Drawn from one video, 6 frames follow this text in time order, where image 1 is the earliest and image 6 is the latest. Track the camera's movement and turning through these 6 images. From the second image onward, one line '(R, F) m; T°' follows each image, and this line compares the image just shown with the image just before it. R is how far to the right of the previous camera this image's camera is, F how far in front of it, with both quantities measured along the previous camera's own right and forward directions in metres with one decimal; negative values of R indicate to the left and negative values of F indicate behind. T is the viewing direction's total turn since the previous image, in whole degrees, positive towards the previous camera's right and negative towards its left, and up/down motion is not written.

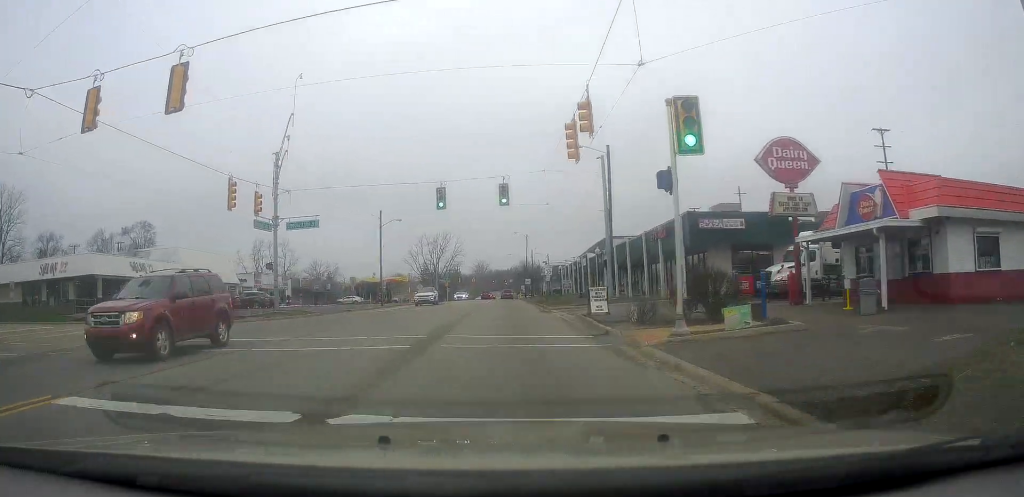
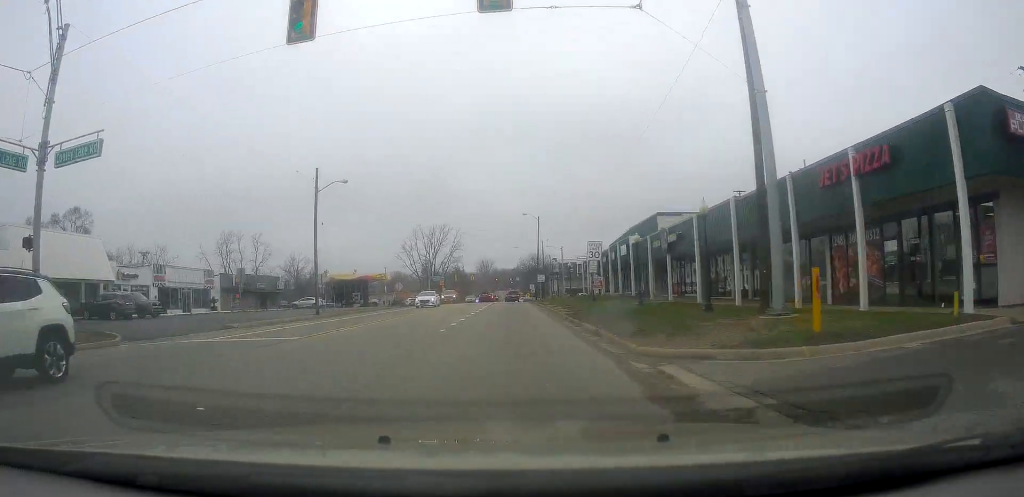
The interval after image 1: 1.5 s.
(-1.3, +23.8) m; -2°
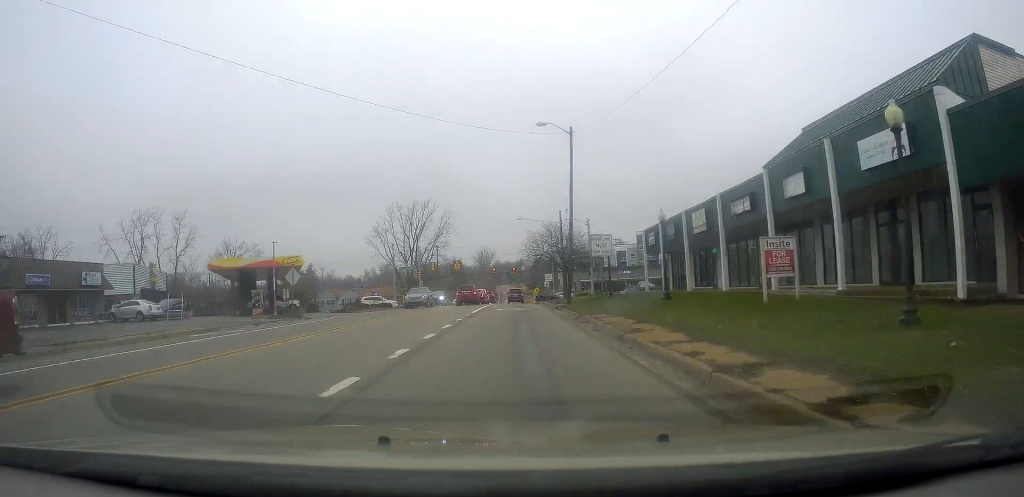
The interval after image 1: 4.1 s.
(+1.7, +39.7) m; +2°
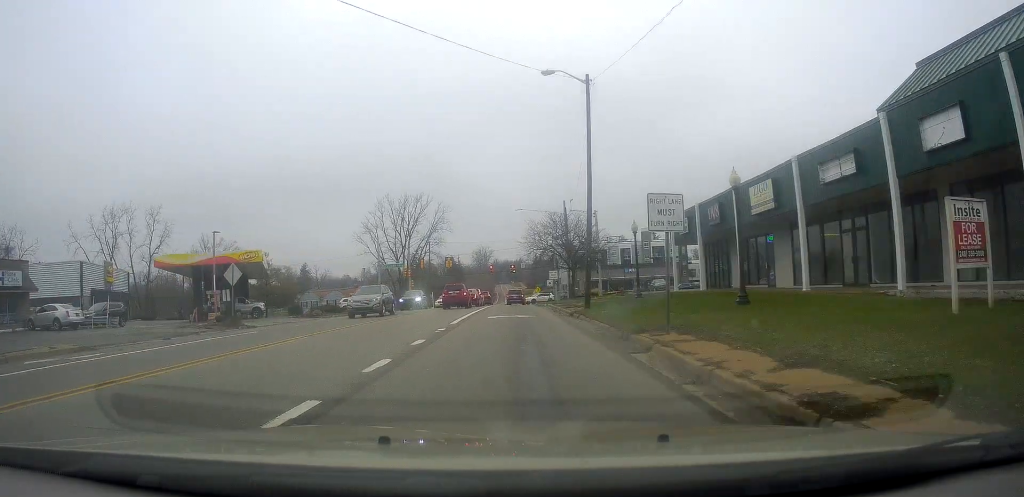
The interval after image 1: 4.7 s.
(0.0, +9.0) m; -1°
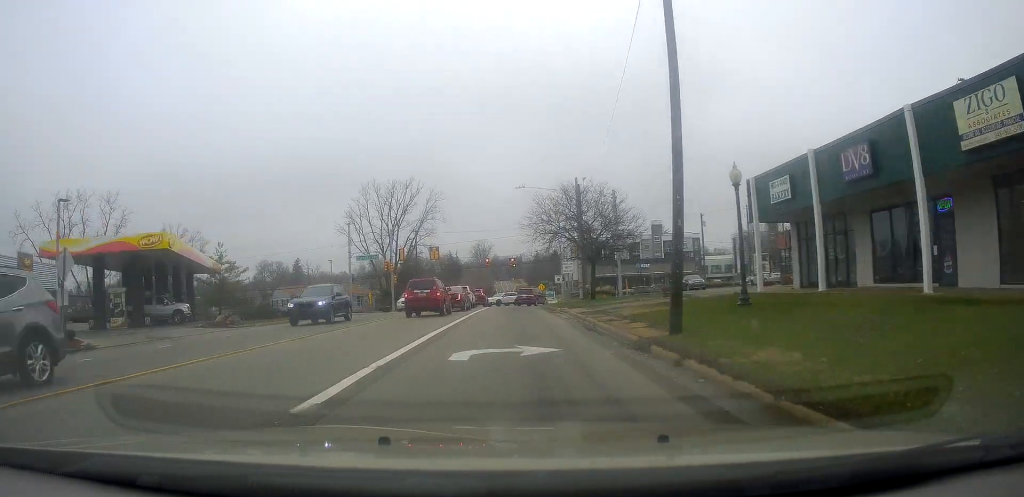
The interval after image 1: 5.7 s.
(-0.2, +14.0) m; -2°
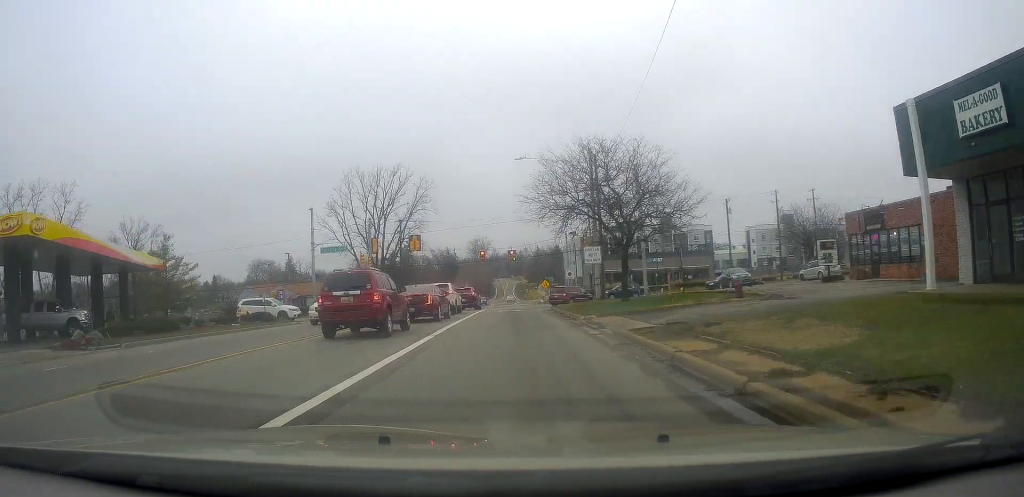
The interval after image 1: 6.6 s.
(-0.4, +12.3) m; +1°
